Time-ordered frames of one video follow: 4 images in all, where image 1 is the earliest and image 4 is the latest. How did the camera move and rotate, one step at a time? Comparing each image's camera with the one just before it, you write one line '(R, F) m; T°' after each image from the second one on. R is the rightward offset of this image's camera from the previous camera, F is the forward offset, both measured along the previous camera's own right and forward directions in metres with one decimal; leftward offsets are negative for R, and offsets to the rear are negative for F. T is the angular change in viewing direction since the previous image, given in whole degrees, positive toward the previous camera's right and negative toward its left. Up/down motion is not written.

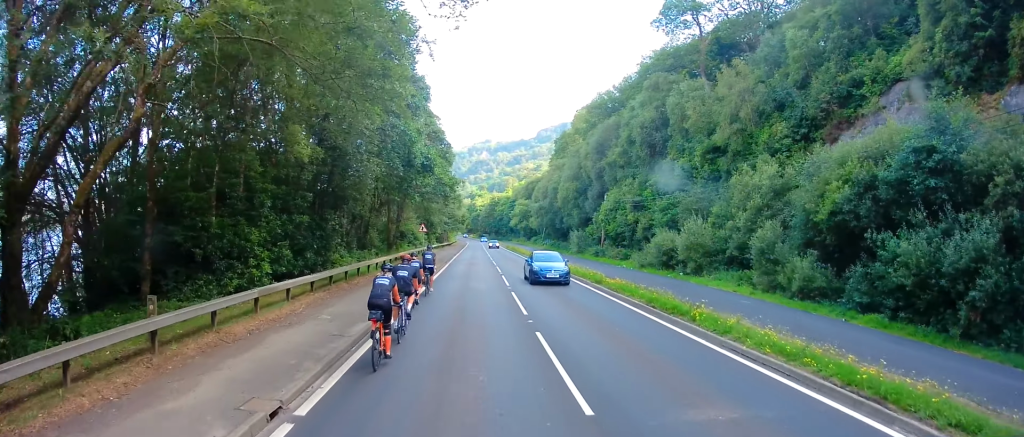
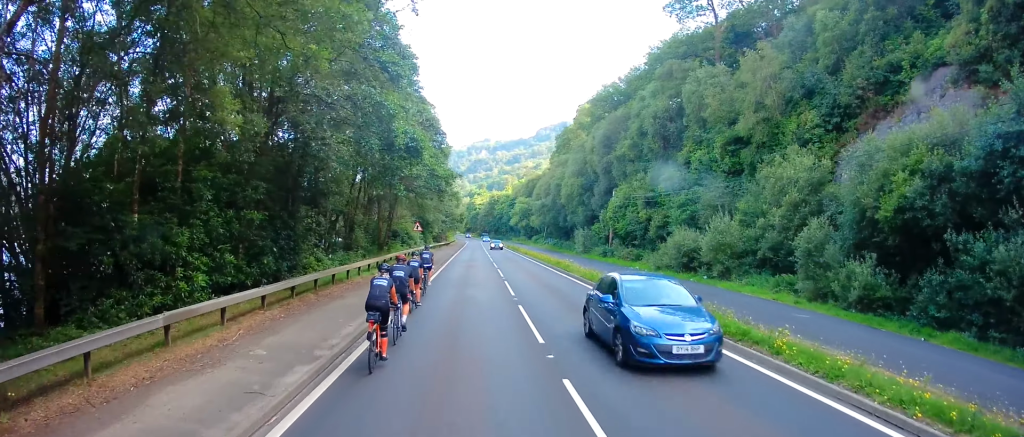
(0.0, +4.4) m; 0°
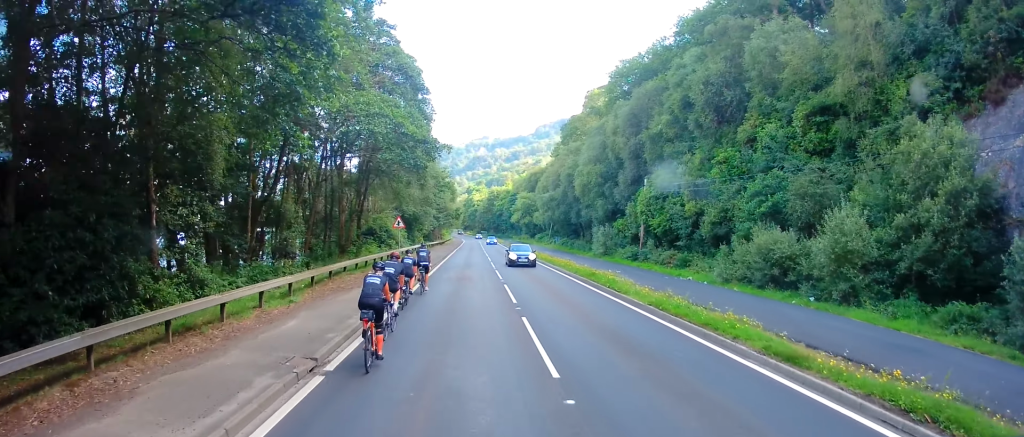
(+0.4, +12.3) m; 0°
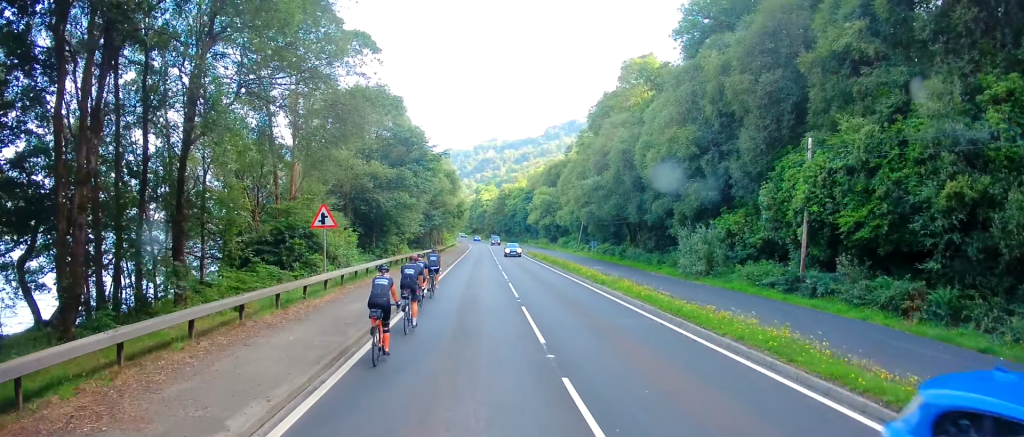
(-0.2, +23.7) m; -4°
